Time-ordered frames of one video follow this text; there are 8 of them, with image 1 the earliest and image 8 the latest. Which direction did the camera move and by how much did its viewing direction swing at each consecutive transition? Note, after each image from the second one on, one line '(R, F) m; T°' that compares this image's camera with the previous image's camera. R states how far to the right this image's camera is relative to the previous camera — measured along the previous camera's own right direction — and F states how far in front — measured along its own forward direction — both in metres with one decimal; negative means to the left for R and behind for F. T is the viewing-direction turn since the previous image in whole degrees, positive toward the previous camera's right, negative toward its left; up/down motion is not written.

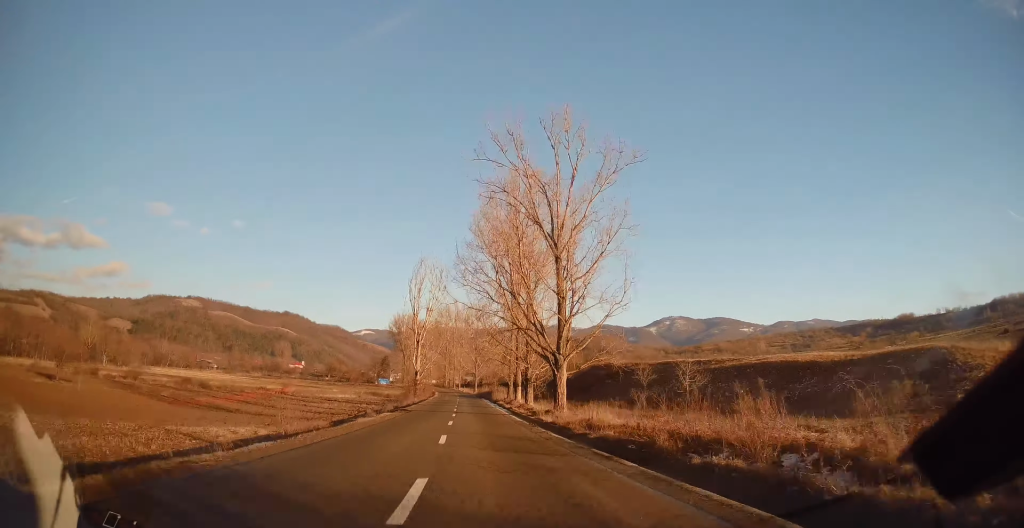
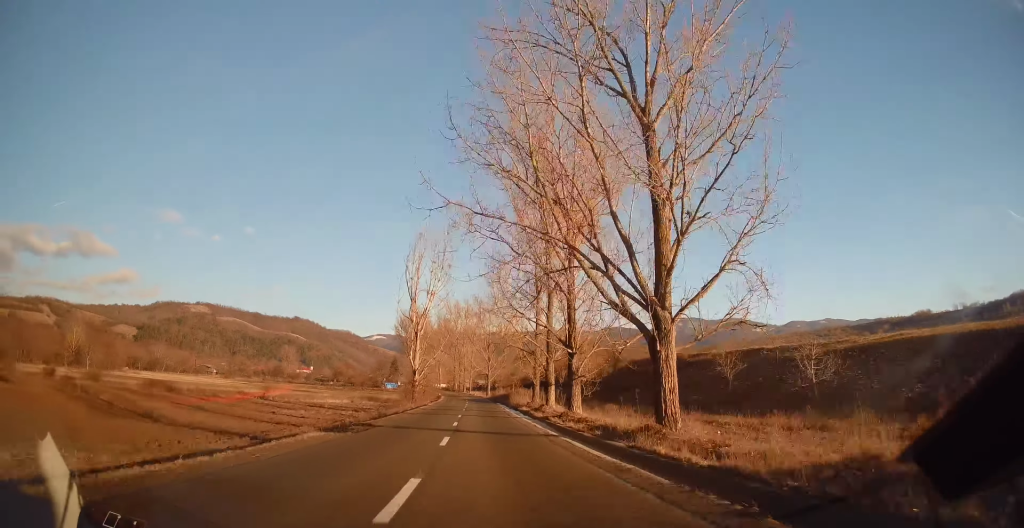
(-0.2, +18.3) m; -2°
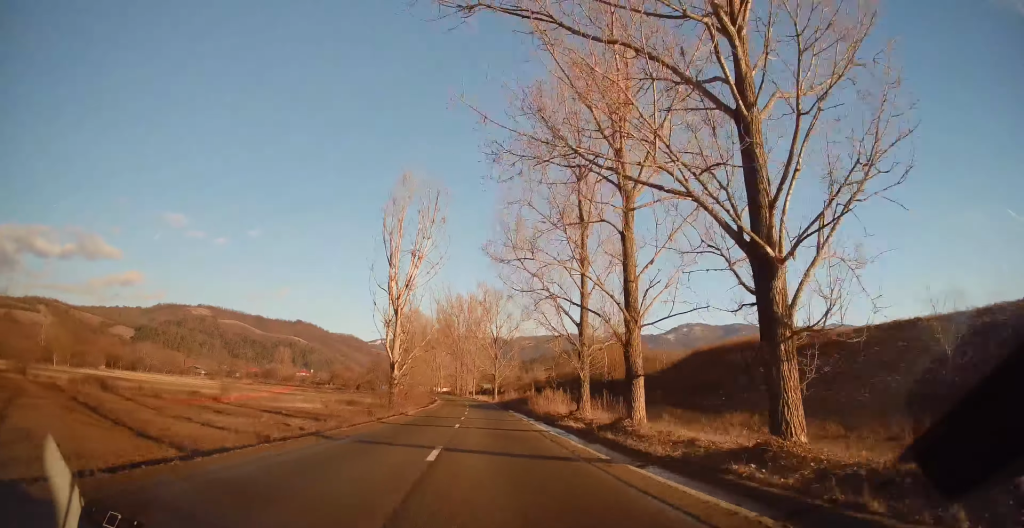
(-0.4, +21.8) m; -1°
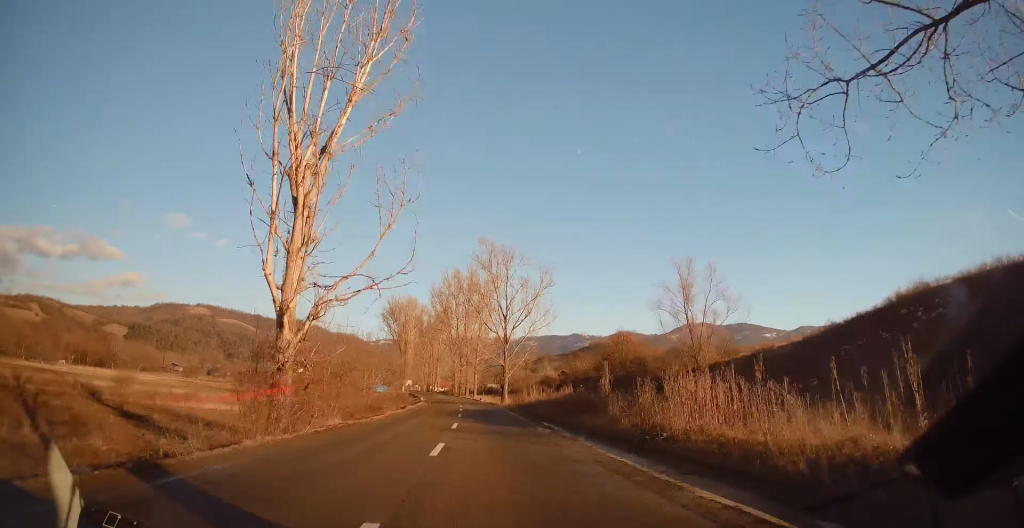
(-0.1, +30.0) m; 0°
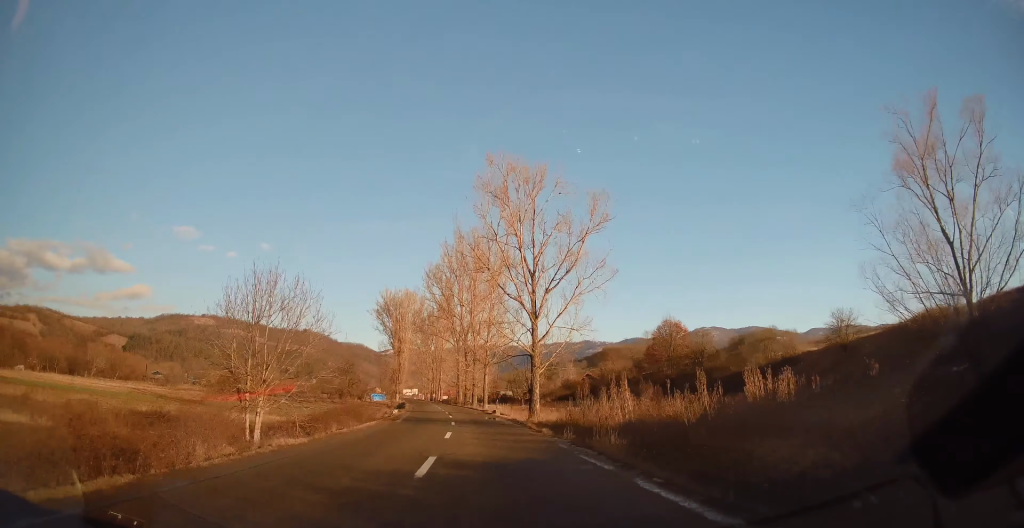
(+0.2, +29.7) m; -1°
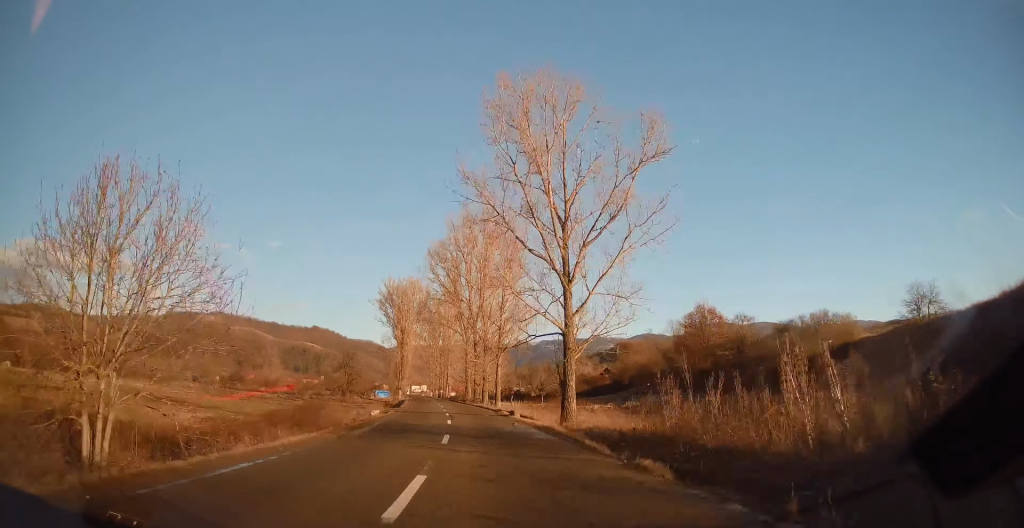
(-0.3, +12.5) m; -2°
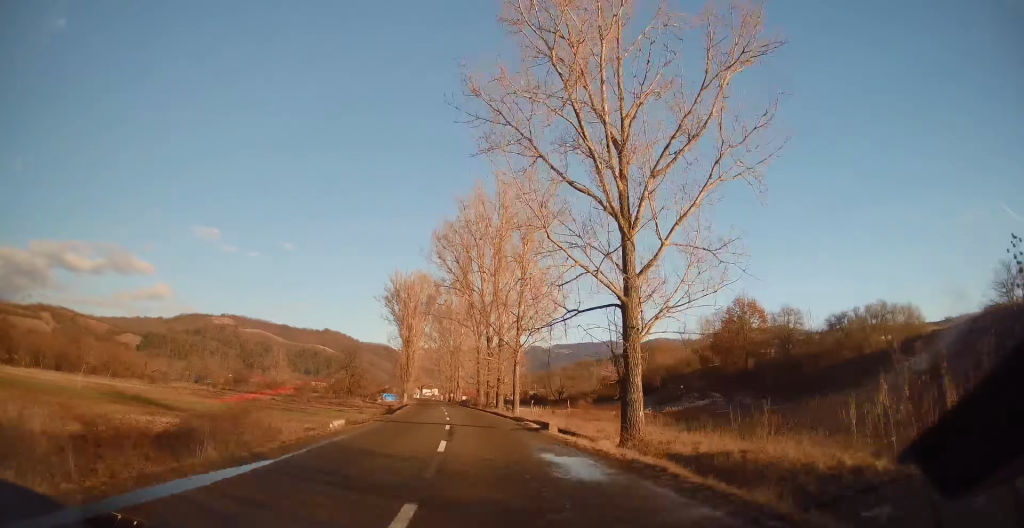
(+0.2, +11.0) m; -2°
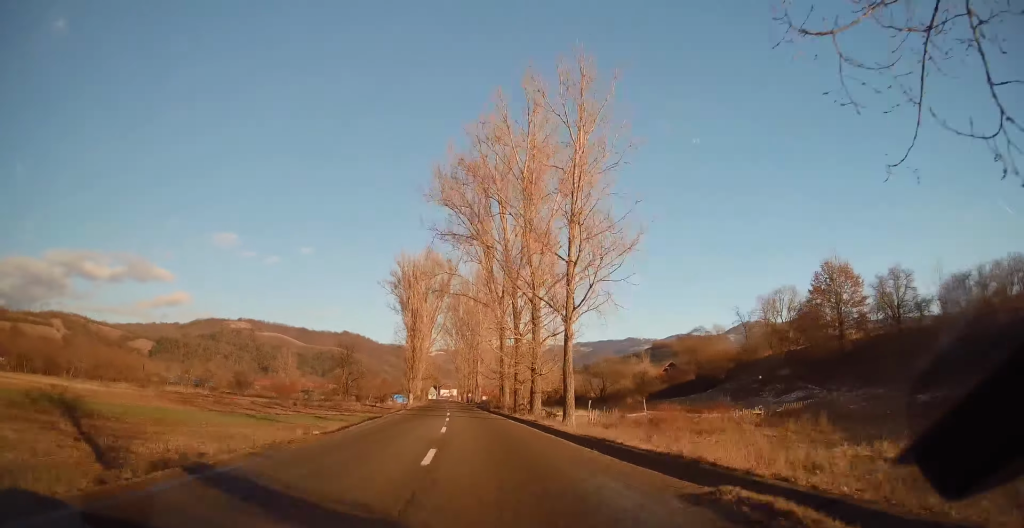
(-1.0, +20.7) m; -3°
